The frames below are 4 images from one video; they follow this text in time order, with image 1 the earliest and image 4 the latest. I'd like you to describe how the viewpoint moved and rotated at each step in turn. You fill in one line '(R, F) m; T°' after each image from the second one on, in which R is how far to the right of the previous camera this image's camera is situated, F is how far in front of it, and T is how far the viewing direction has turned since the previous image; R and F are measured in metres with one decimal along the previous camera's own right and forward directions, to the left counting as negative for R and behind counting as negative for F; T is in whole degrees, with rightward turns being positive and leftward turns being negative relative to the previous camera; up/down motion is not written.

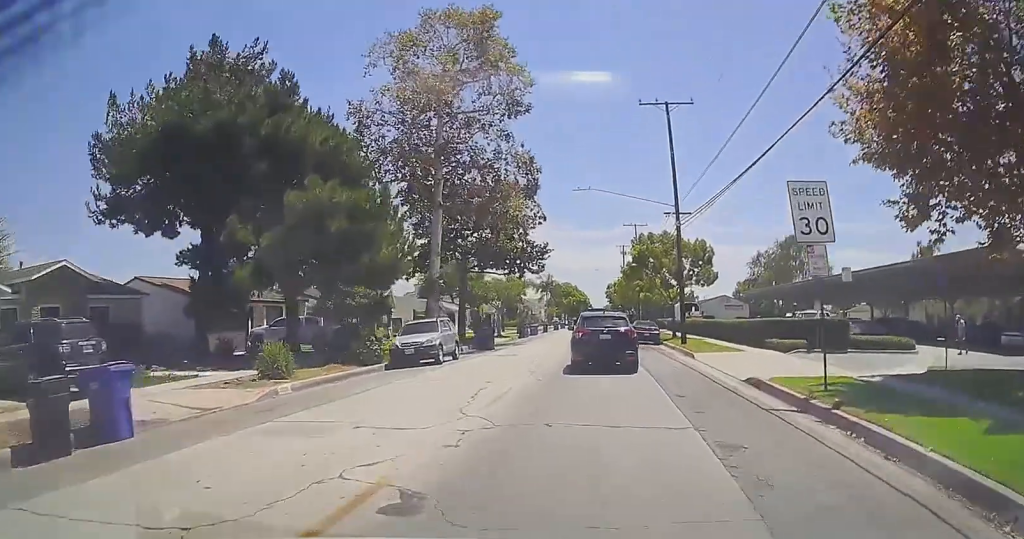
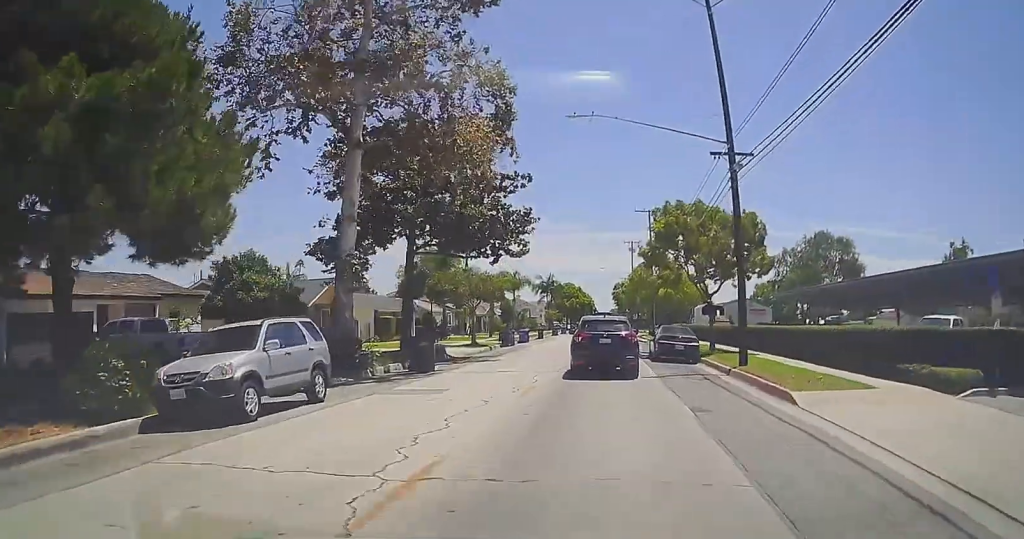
(-0.4, +12.8) m; -2°
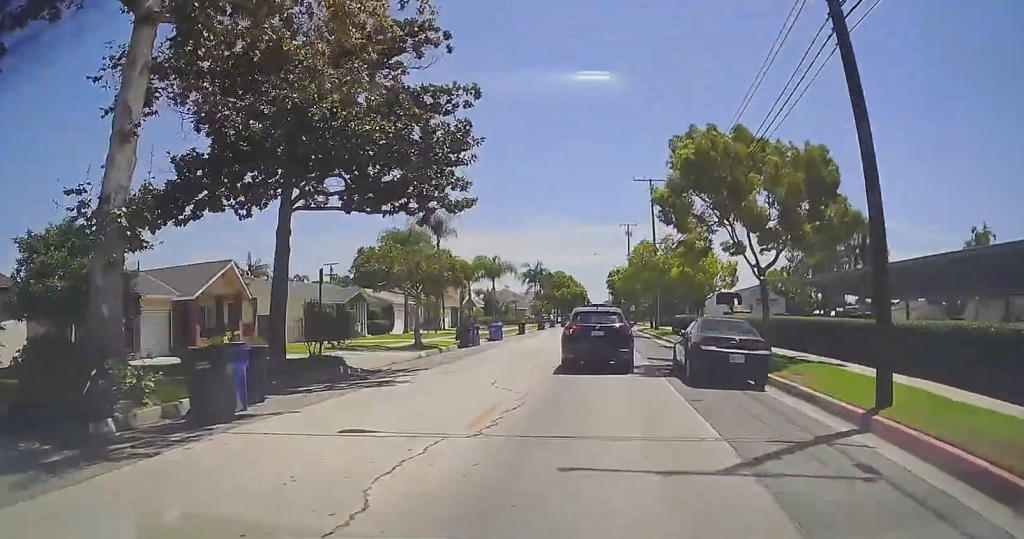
(0.0, +11.5) m; +1°
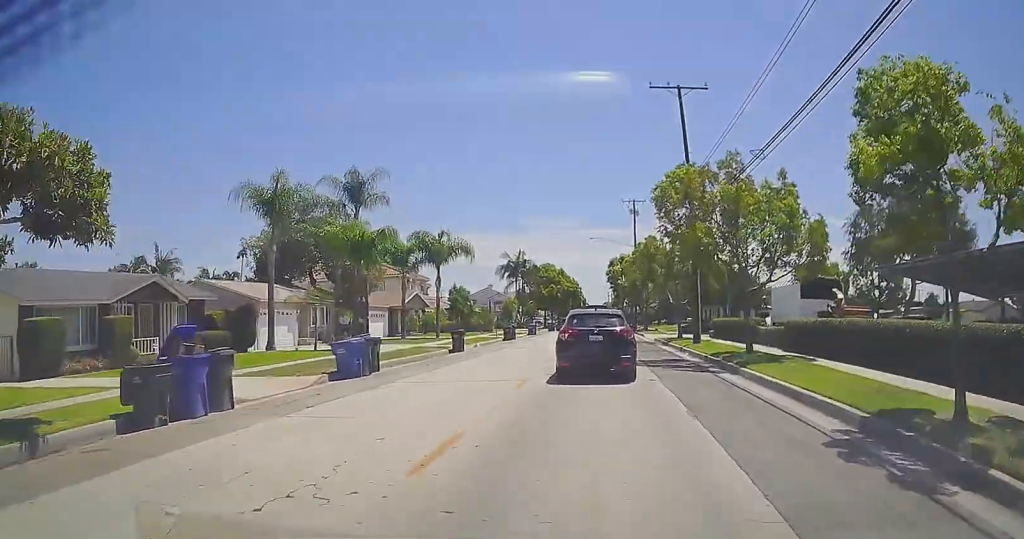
(0.0, +23.5) m; -2°
